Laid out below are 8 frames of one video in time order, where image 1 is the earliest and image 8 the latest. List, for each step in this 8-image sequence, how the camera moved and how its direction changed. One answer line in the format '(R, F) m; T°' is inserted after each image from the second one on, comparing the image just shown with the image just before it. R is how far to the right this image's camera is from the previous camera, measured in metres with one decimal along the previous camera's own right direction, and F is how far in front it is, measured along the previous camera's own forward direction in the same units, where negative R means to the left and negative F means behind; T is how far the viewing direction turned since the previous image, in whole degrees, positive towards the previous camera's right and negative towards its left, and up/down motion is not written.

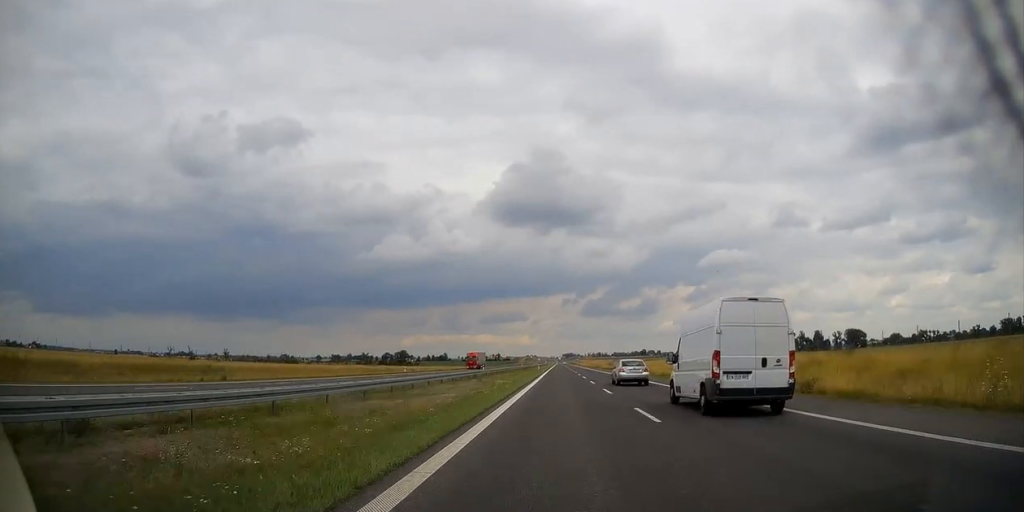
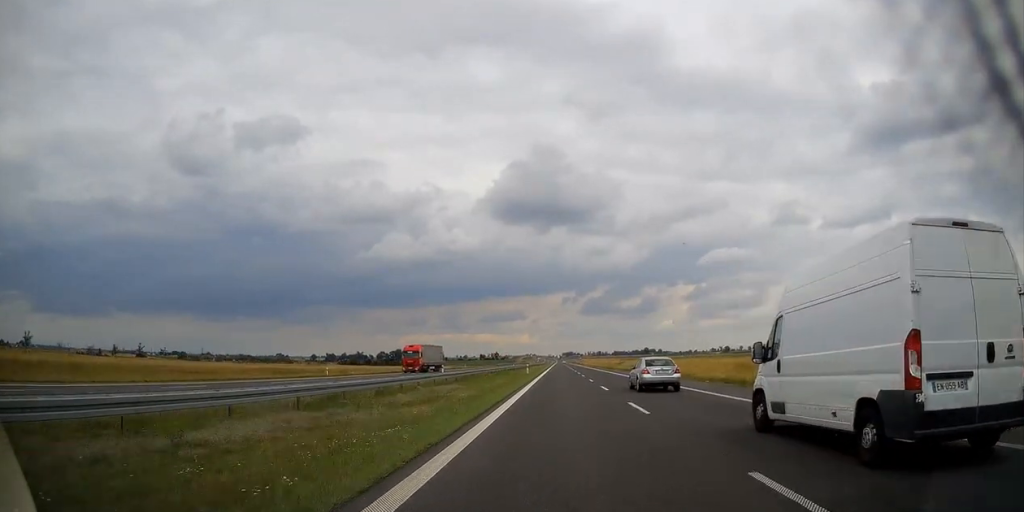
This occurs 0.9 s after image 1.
(+0.2, +34.5) m; 0°
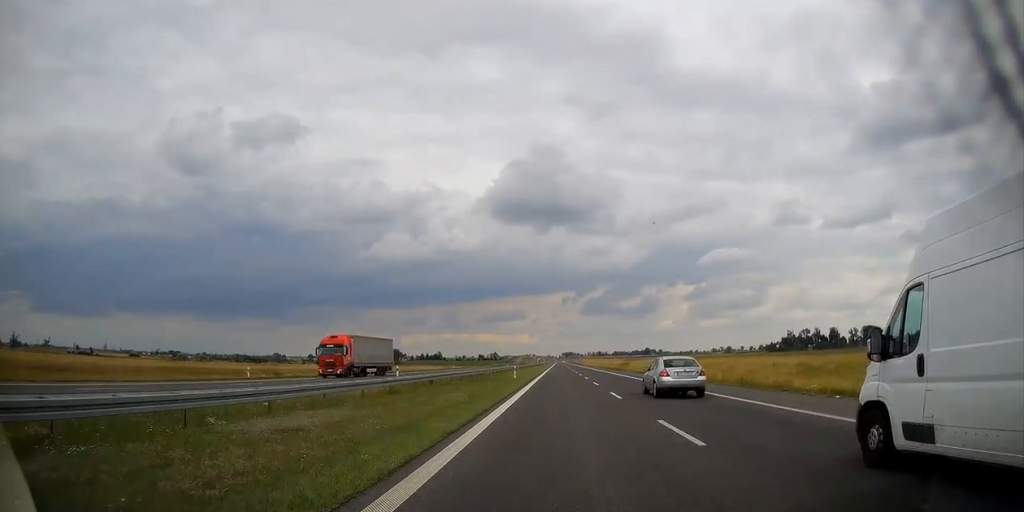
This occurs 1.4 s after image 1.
(+0.1, +17.9) m; 0°
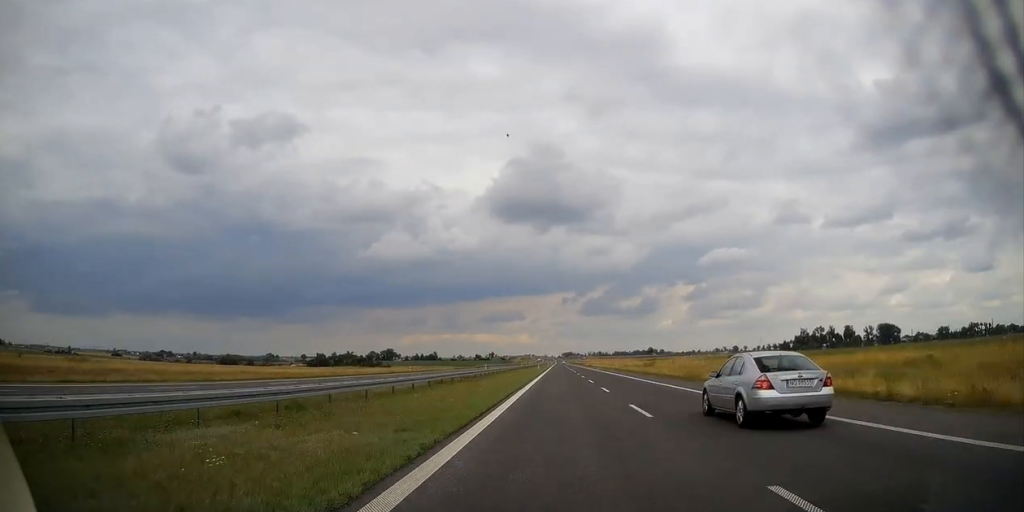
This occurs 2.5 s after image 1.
(-0.4, +43.5) m; 0°
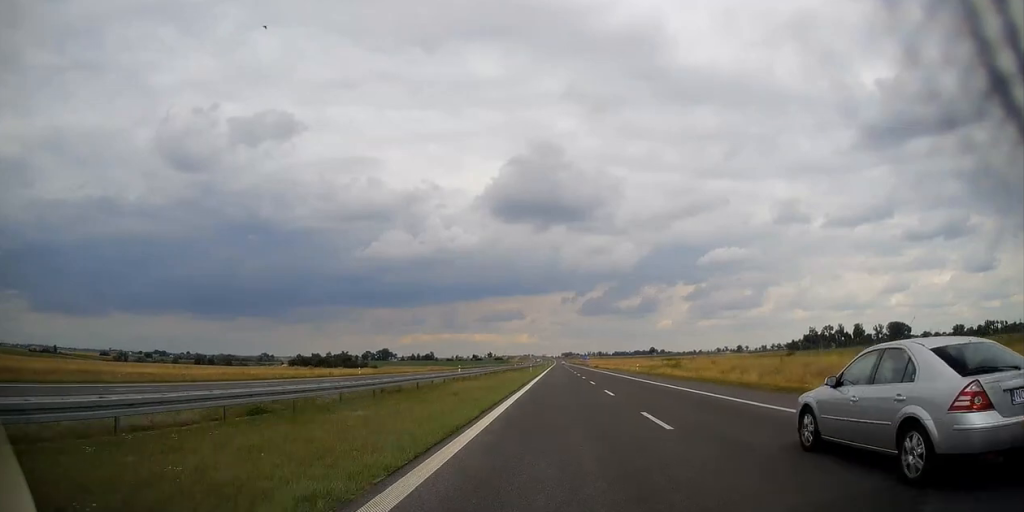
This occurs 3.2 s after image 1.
(+0.3, +26.9) m; 0°
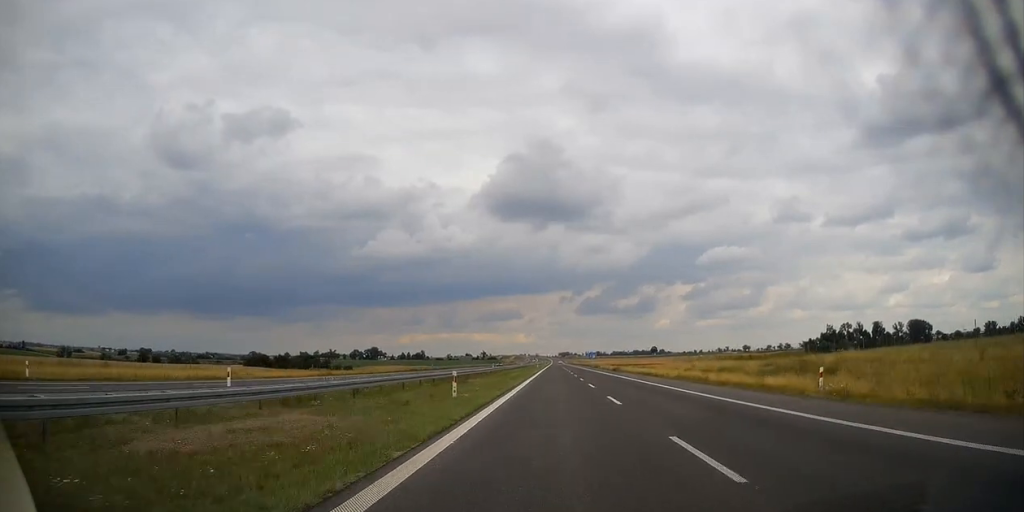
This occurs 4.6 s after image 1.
(+0.2, +53.7) m; 0°
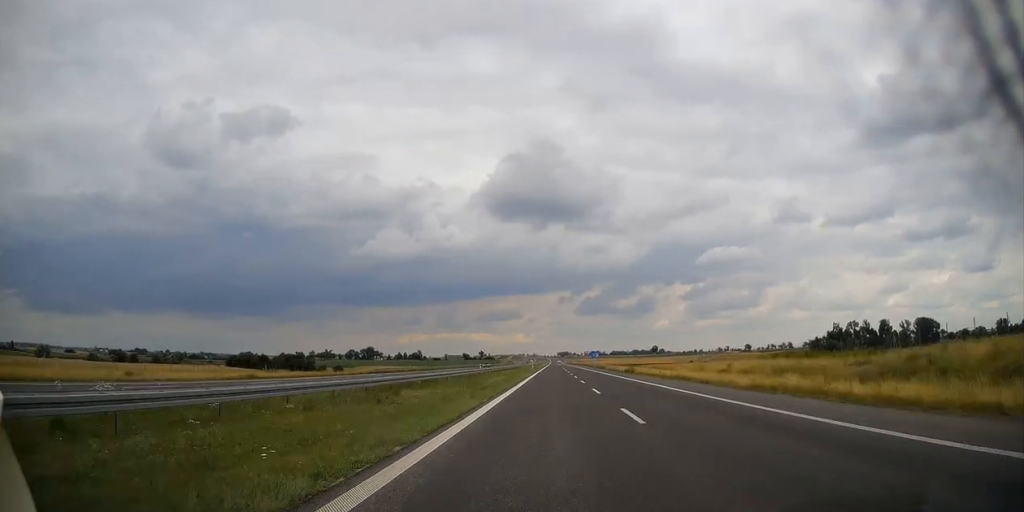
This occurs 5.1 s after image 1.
(0.0, +17.9) m; 0°
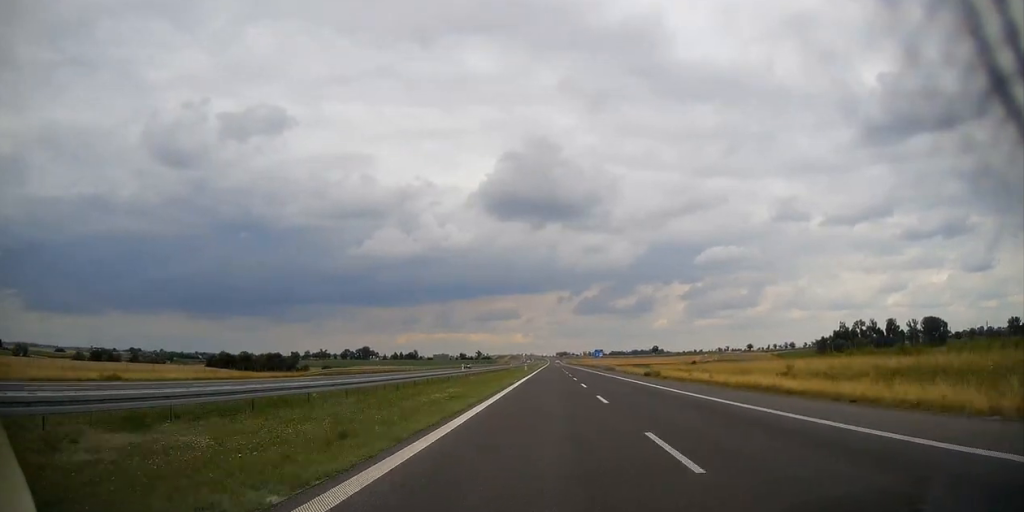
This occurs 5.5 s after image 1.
(0.0, +17.9) m; 0°
